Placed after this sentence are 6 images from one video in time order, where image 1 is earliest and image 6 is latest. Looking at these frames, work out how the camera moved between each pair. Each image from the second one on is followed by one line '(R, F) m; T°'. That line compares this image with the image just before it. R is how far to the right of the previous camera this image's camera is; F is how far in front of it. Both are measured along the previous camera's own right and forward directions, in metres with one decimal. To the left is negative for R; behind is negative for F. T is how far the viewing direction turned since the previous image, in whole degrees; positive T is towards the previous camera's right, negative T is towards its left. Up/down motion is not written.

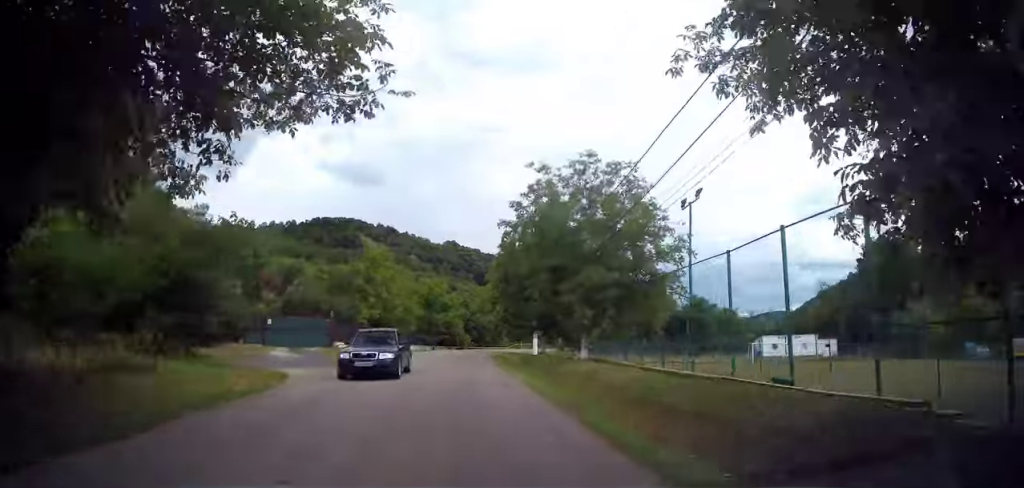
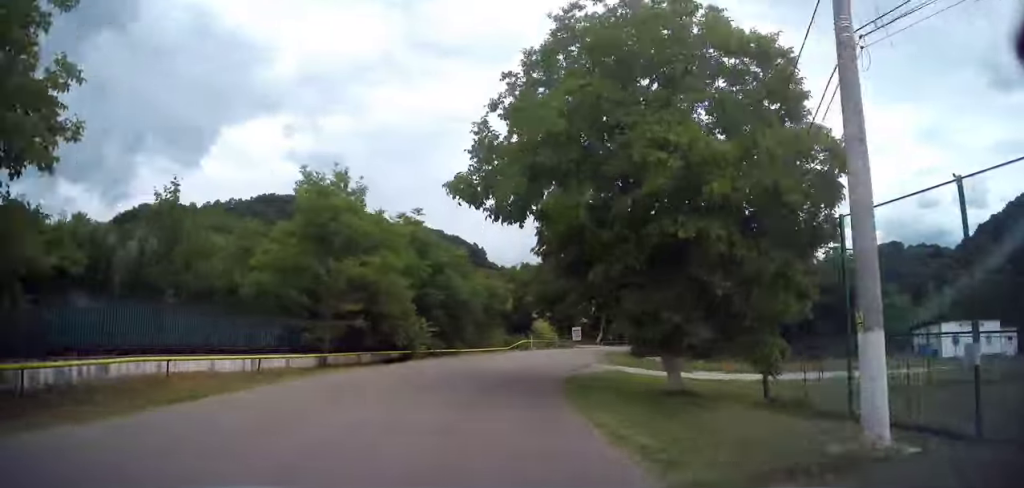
(-0.1, +38.8) m; +5°
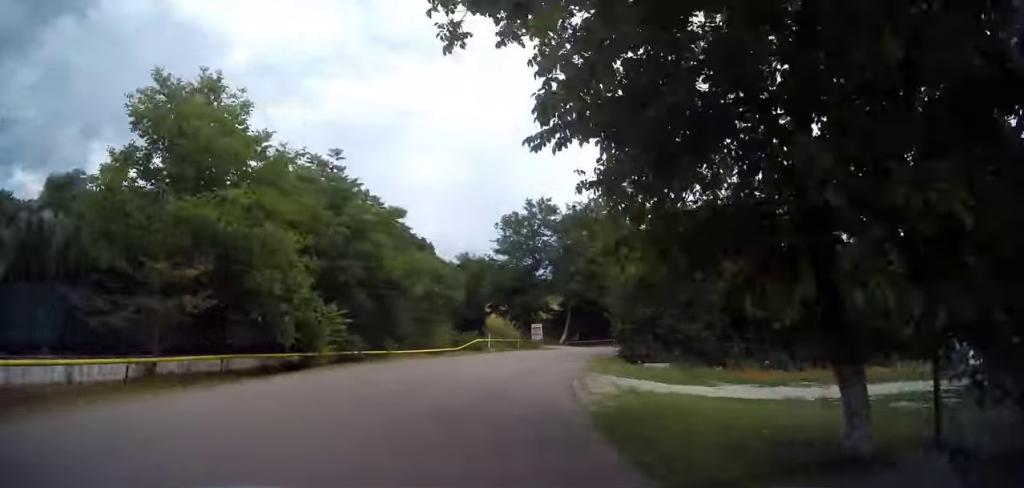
(0.0, +8.9) m; +4°
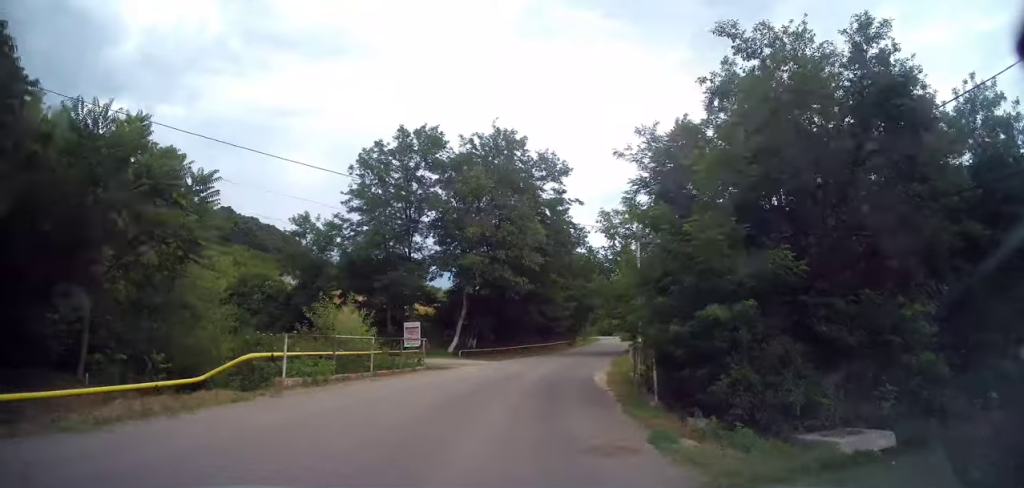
(+2.6, +20.2) m; +14°
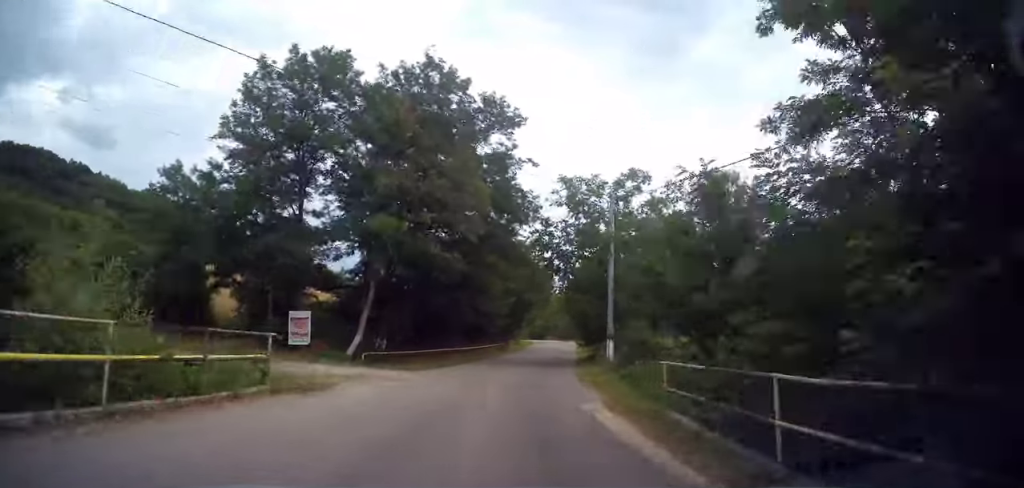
(+0.3, +9.7) m; +8°
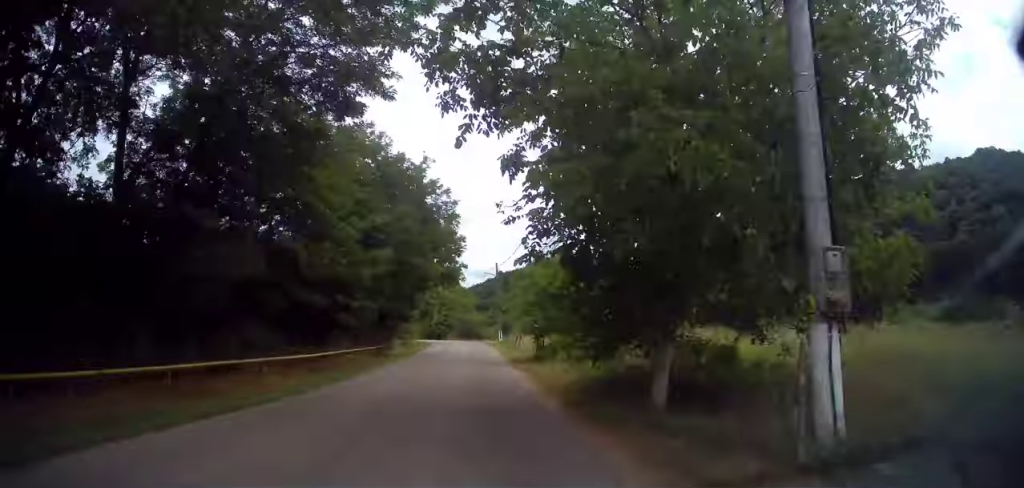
(+2.9, +20.8) m; +10°
